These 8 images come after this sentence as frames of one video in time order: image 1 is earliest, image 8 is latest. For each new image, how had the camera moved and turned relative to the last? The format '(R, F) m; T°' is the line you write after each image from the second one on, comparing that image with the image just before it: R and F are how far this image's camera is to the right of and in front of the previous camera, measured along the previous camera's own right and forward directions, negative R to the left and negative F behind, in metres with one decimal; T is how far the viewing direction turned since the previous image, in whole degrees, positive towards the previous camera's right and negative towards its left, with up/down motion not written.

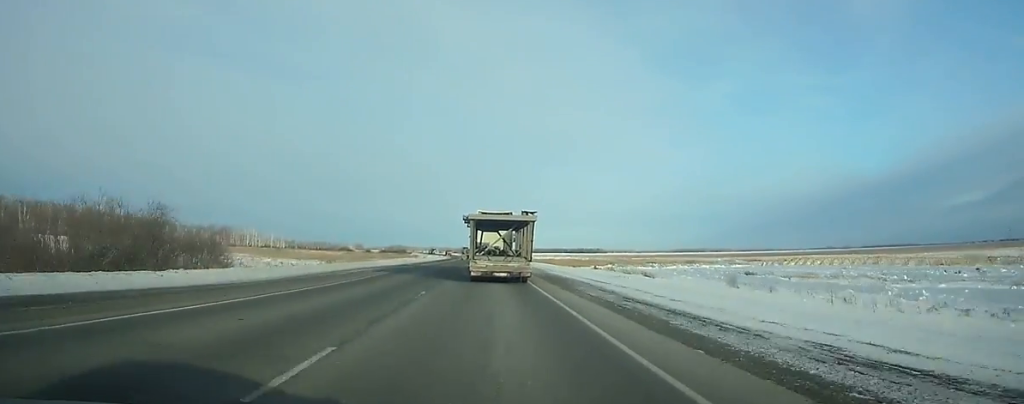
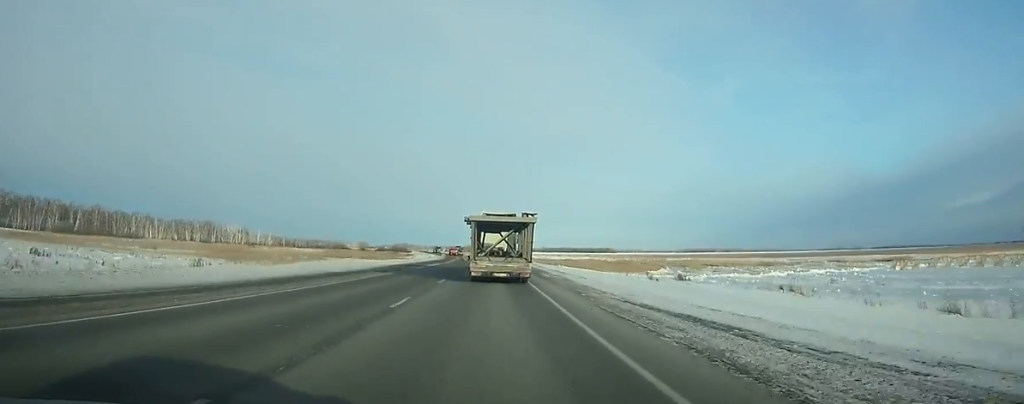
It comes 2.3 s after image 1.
(-0.3, +50.7) m; -1°
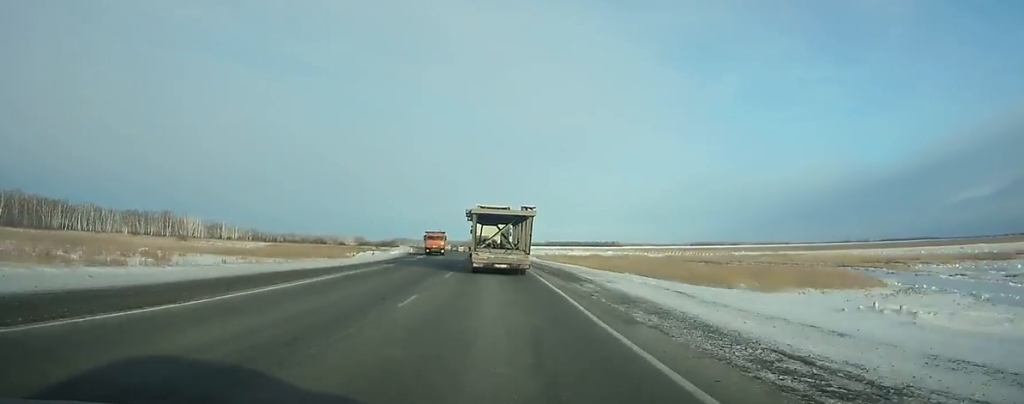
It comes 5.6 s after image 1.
(-0.5, +72.7) m; -1°
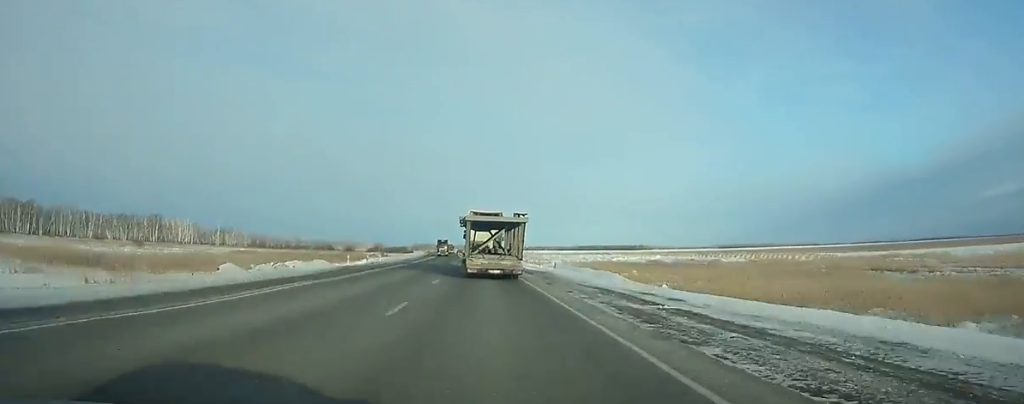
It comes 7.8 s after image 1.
(-0.2, +48.9) m; -2°
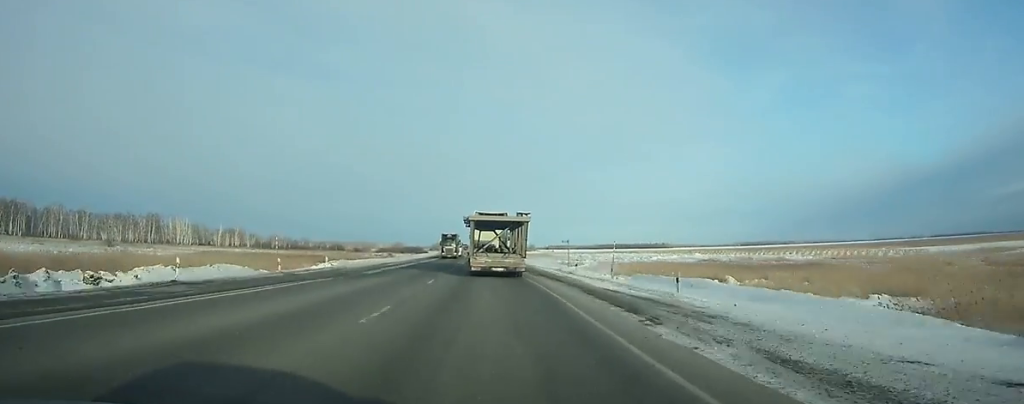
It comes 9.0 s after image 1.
(-0.4, +27.1) m; -1°
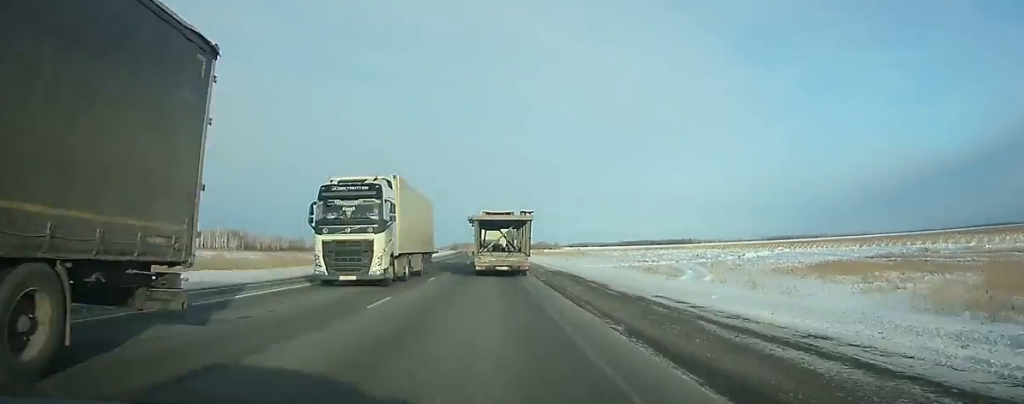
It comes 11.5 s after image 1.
(-1.5, +58.1) m; -2°
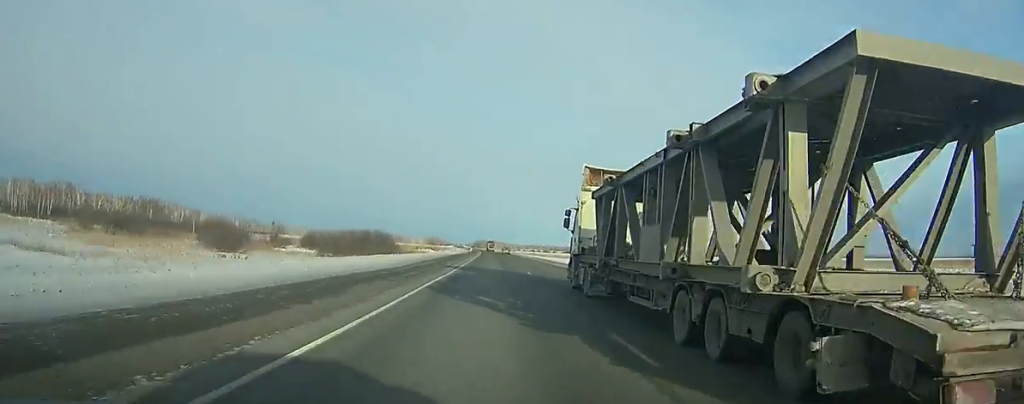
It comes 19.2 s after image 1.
(-7.6, +201.2) m; -2°
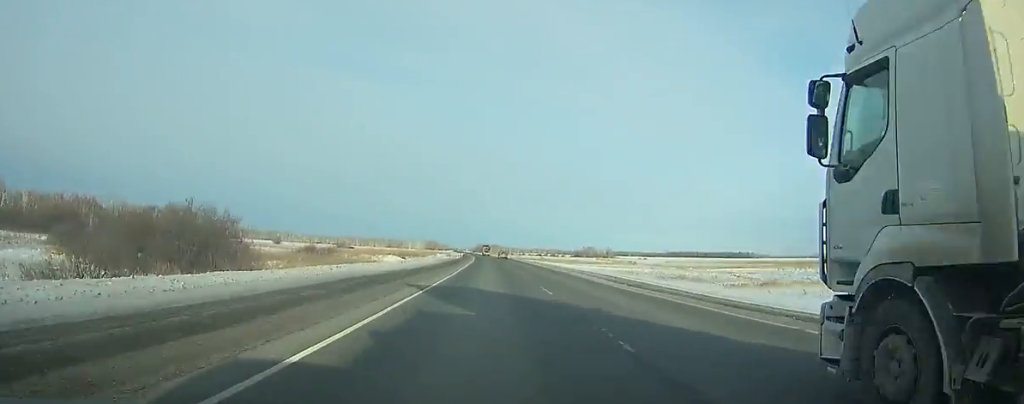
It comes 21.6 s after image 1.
(+1.0, +70.3) m; 0°
